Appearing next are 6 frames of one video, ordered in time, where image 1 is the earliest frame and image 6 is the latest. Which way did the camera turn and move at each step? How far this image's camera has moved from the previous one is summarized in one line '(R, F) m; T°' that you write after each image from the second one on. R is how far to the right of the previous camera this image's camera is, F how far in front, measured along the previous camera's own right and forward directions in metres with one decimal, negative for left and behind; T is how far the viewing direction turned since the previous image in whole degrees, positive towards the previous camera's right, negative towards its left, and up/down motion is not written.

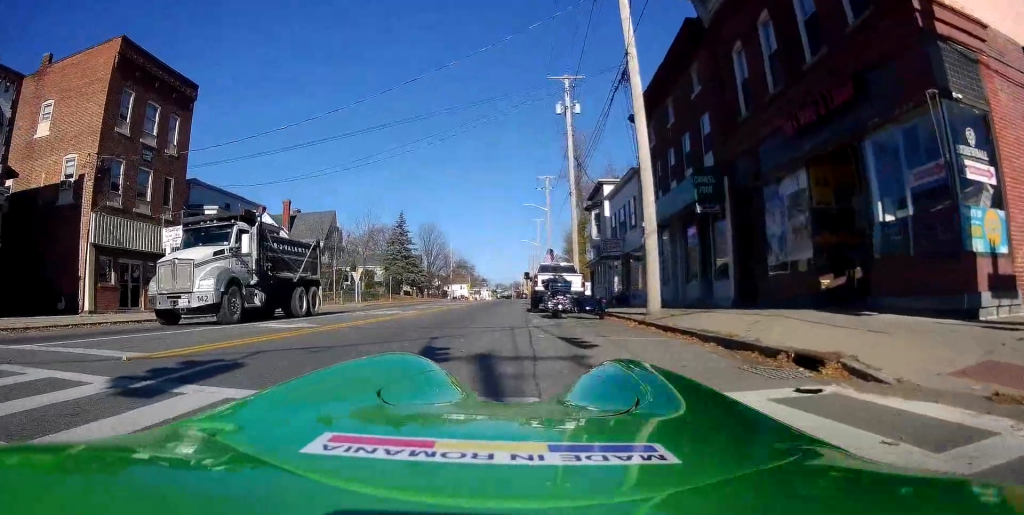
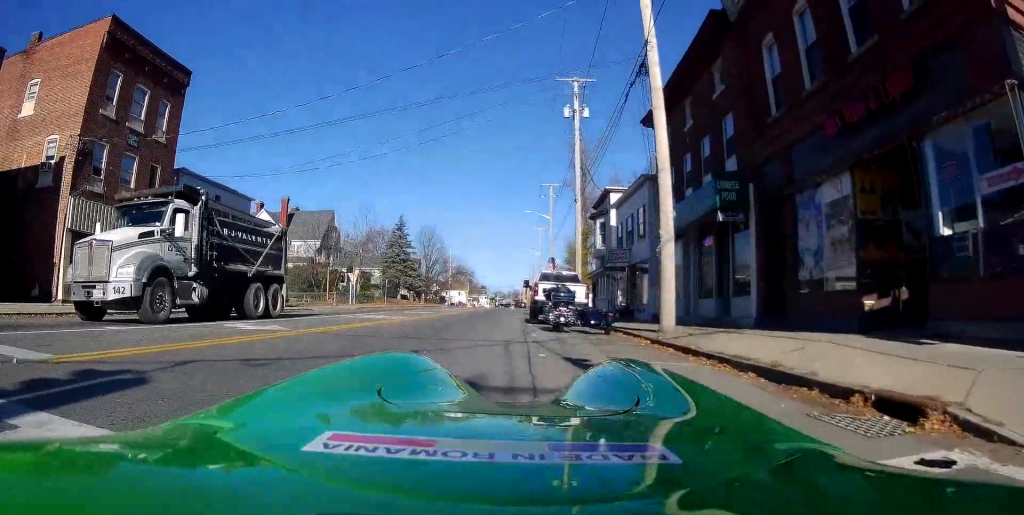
(0.0, +2.0) m; +2°
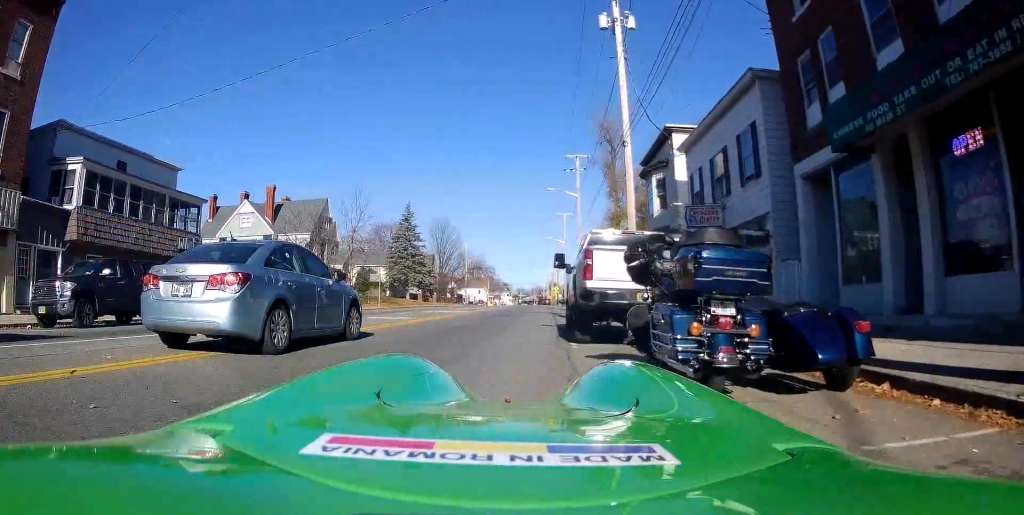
(-0.3, +14.9) m; -5°
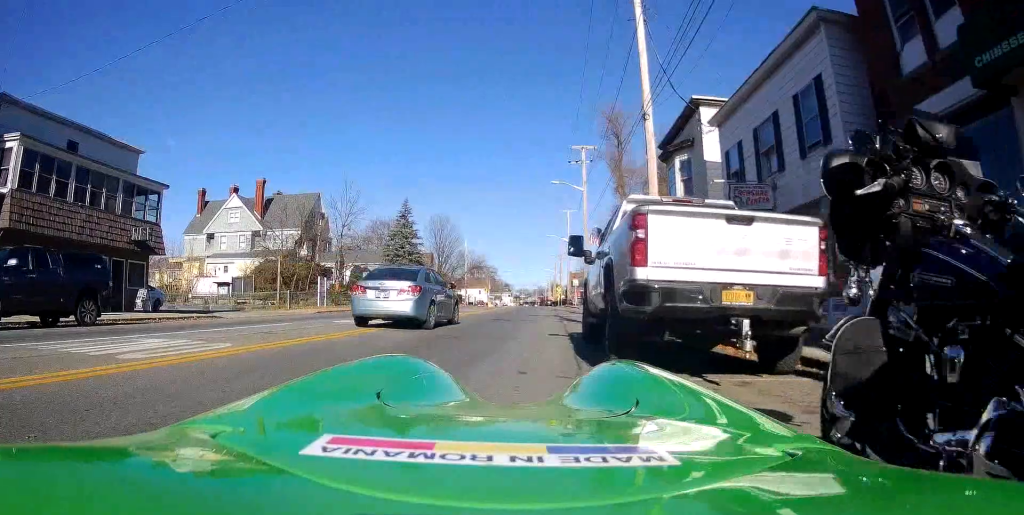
(+0.2, +4.3) m; +4°
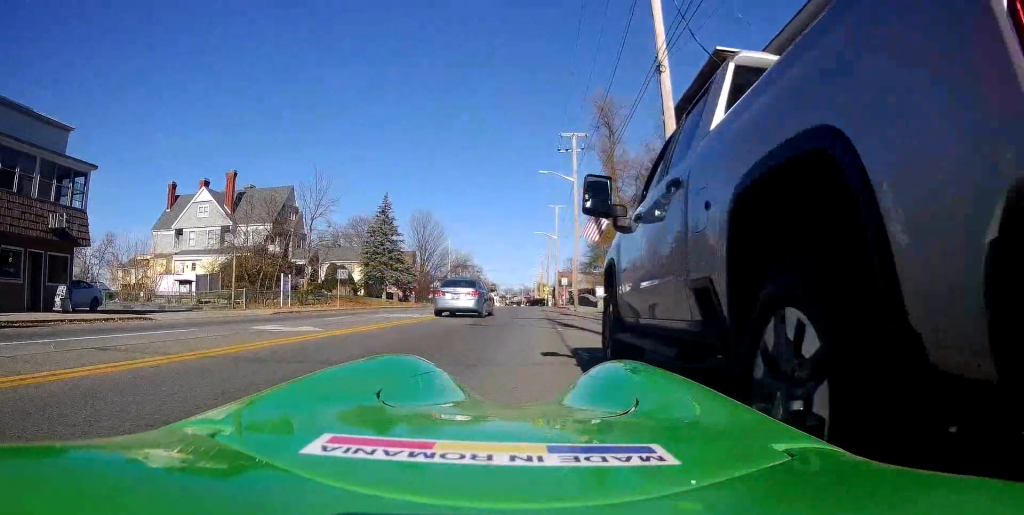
(+0.1, +5.0) m; +1°
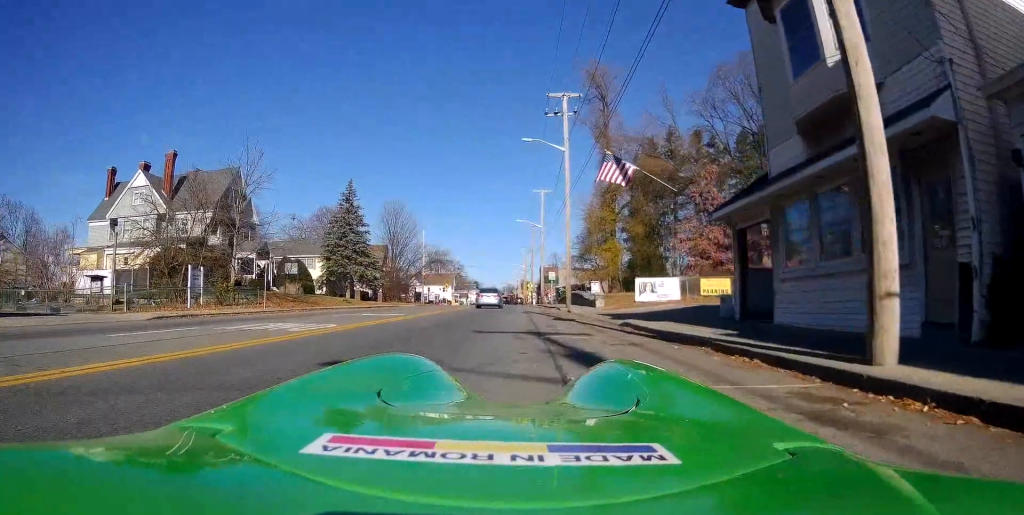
(-0.4, +10.9) m; -5°
